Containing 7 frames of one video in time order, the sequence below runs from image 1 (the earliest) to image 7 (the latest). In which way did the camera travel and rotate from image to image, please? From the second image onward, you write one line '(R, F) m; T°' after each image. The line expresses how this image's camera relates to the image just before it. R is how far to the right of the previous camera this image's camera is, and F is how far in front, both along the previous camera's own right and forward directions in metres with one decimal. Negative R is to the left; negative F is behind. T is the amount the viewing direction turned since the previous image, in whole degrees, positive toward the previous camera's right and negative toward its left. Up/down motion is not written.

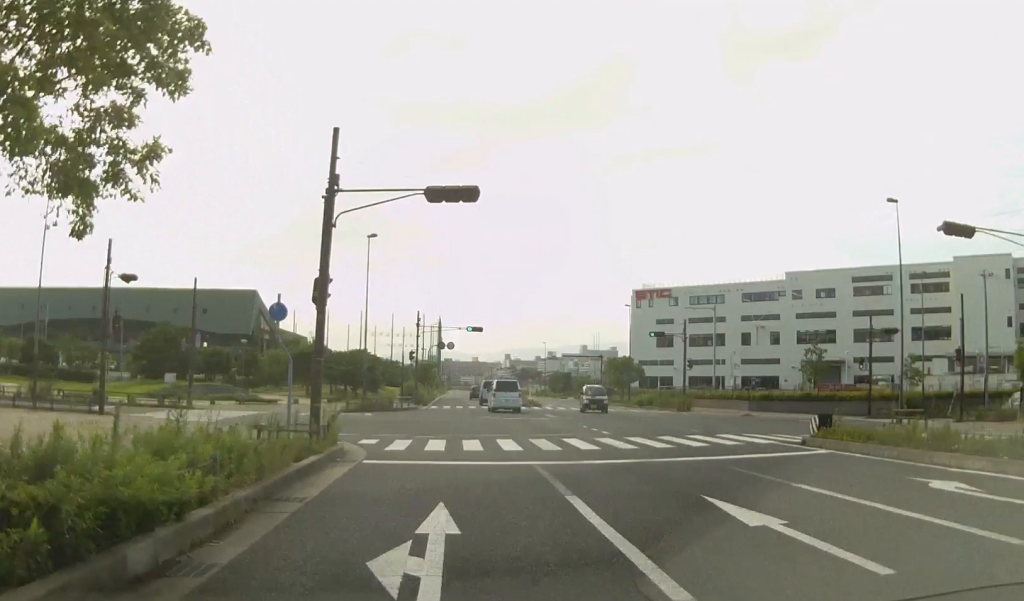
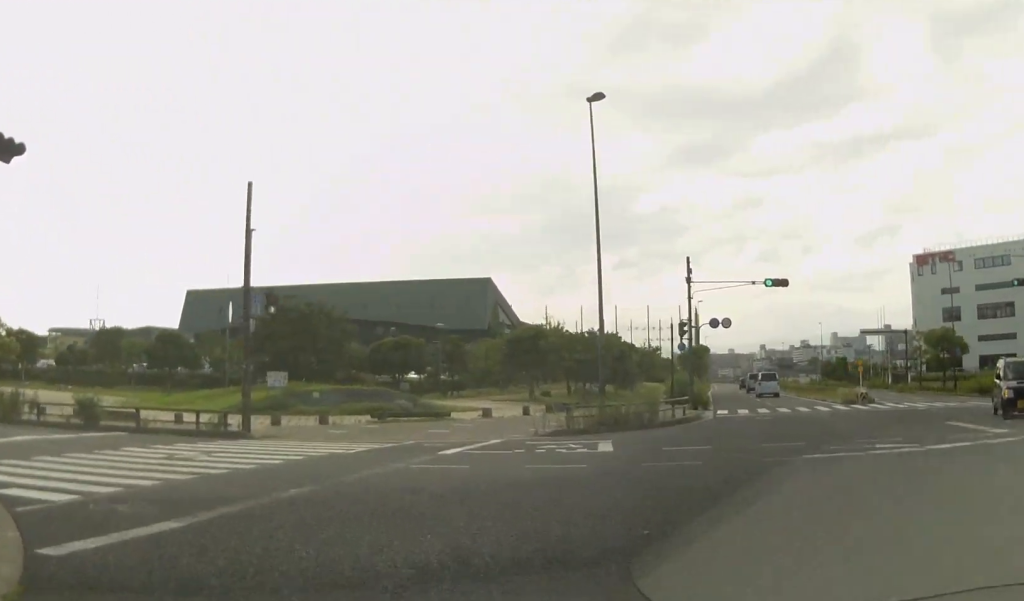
(-2.2, +23.3) m; -19°
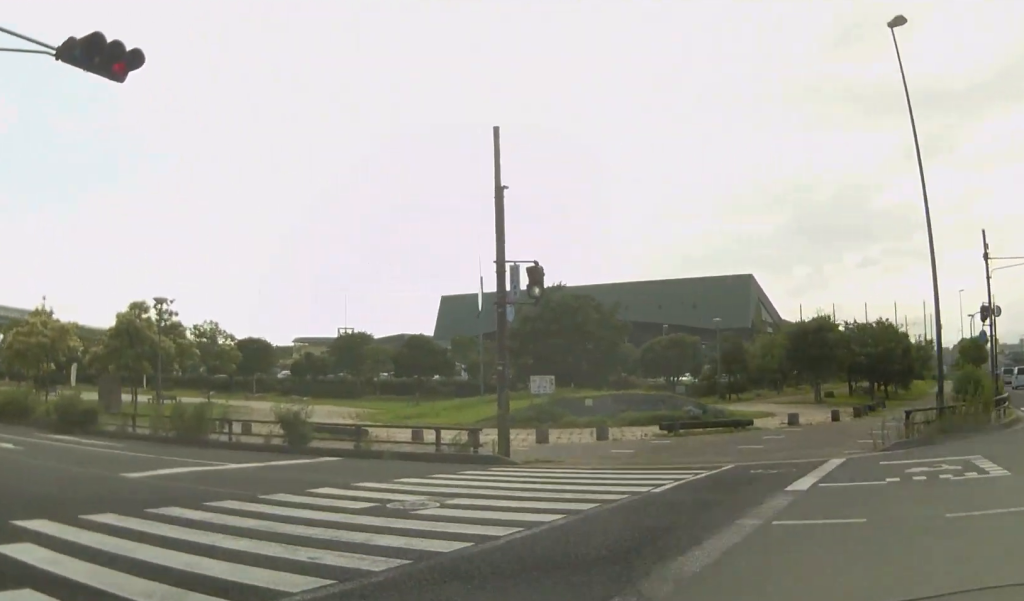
(-0.6, +6.0) m; -16°
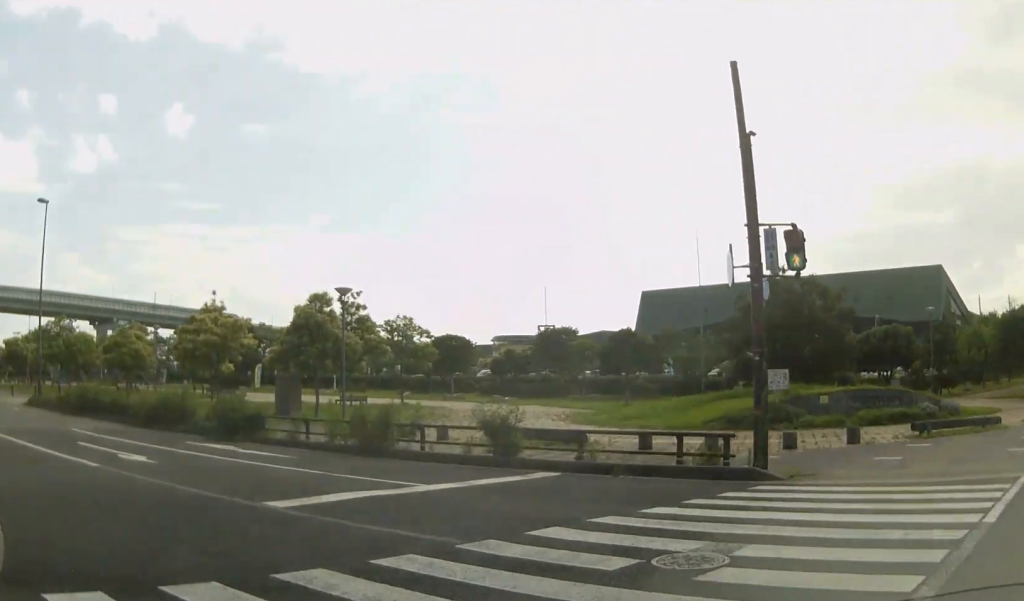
(-0.6, +3.6) m; -15°
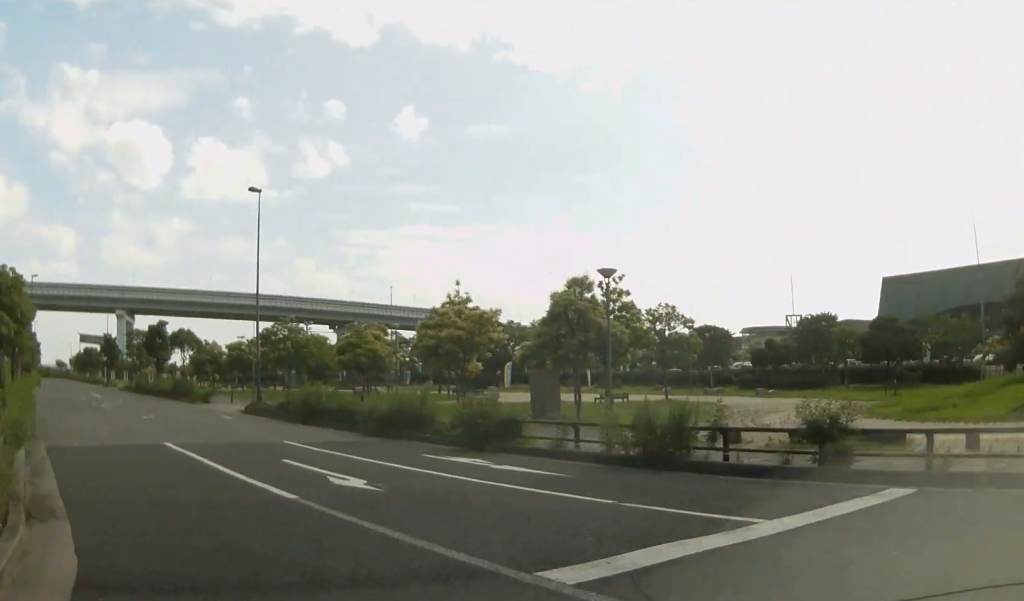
(-0.6, +4.1) m; -16°
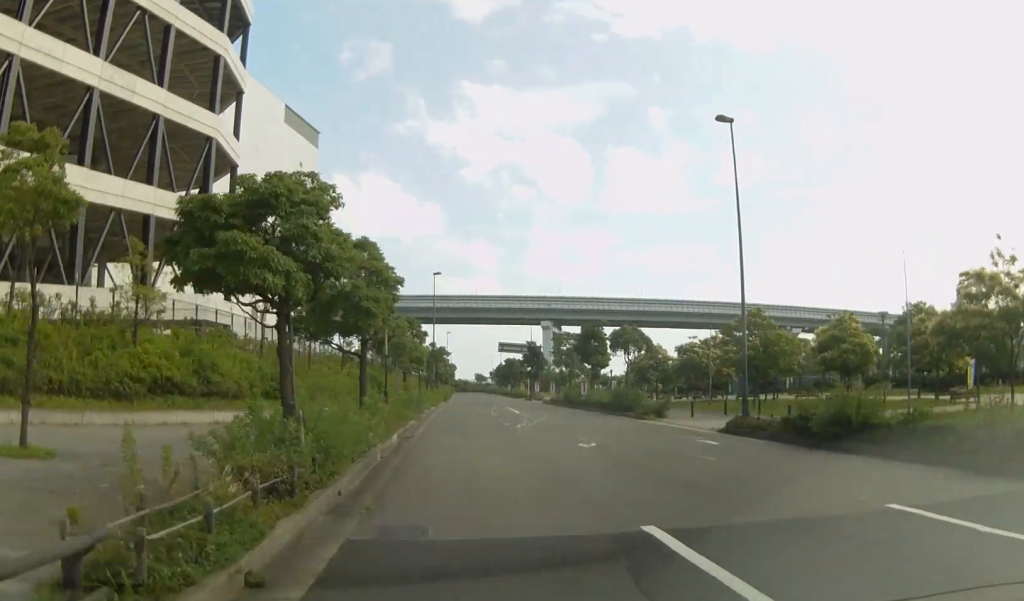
(-3.6, +11.2) m; -25°
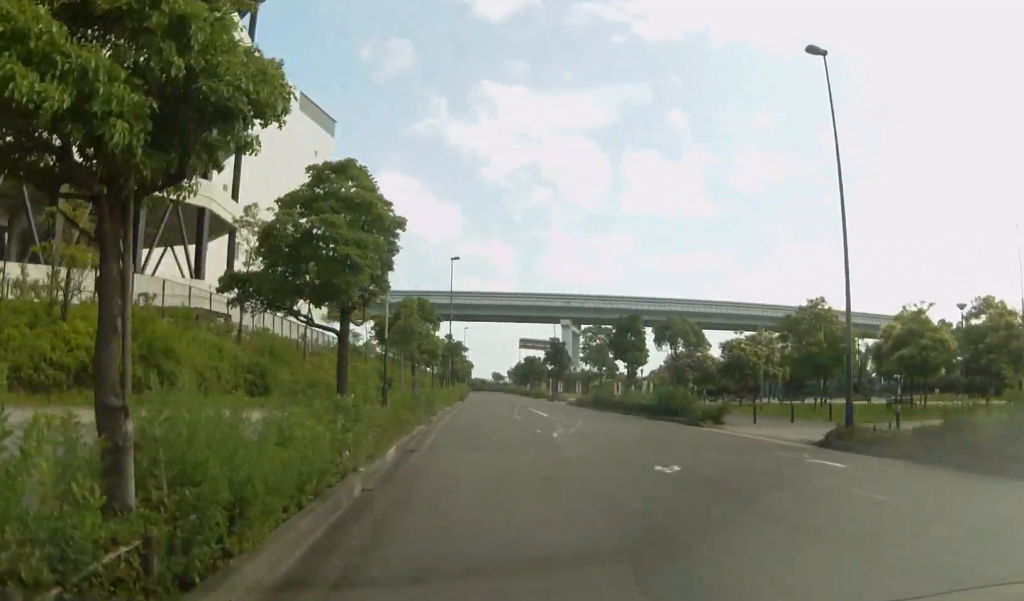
(-0.1, +6.3) m; -4°
